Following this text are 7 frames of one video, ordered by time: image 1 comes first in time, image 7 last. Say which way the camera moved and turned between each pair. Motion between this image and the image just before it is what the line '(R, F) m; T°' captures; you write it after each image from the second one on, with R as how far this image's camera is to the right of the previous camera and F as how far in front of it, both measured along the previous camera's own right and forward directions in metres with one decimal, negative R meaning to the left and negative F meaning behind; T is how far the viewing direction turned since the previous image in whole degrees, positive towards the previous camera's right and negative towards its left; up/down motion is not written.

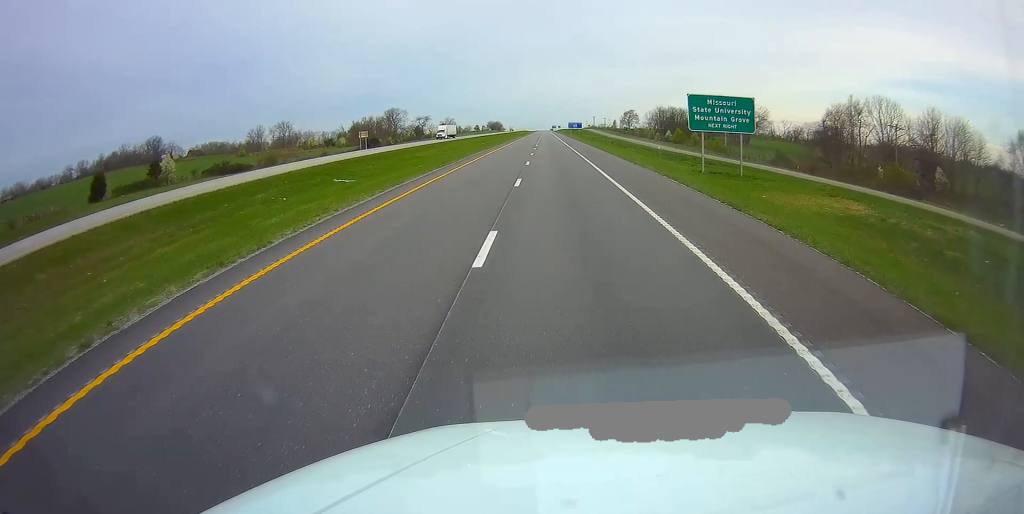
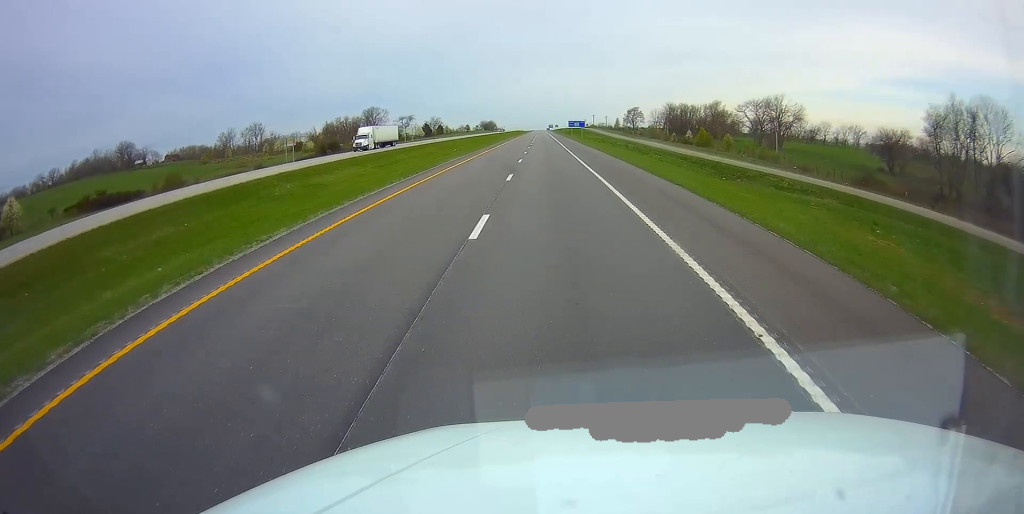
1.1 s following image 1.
(+0.3, +34.1) m; 0°
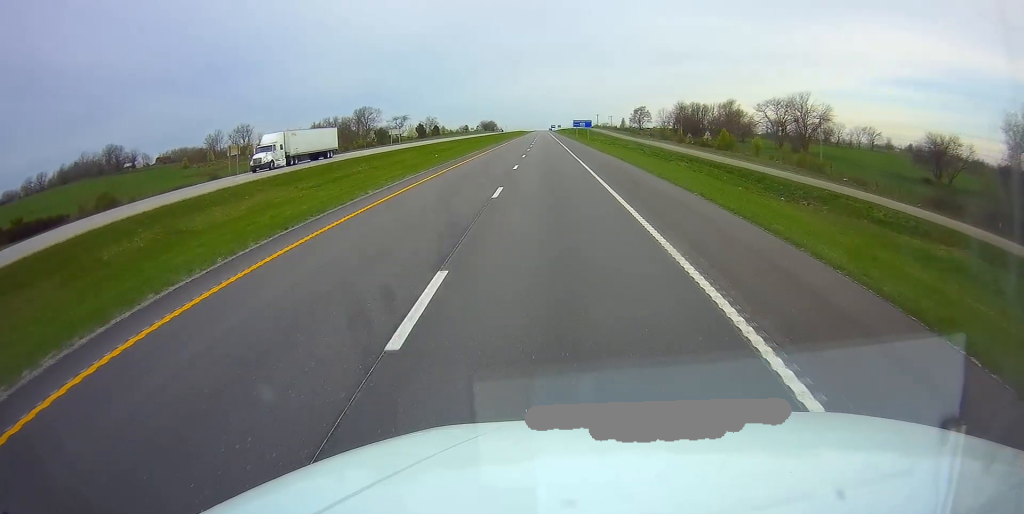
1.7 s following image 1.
(0.0, +17.5) m; 0°
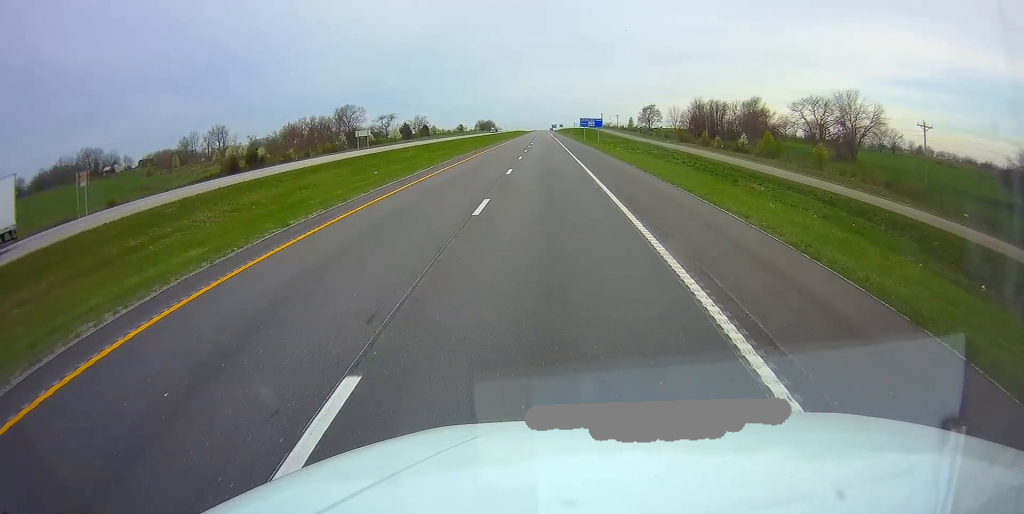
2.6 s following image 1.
(-0.1, +27.7) m; 0°
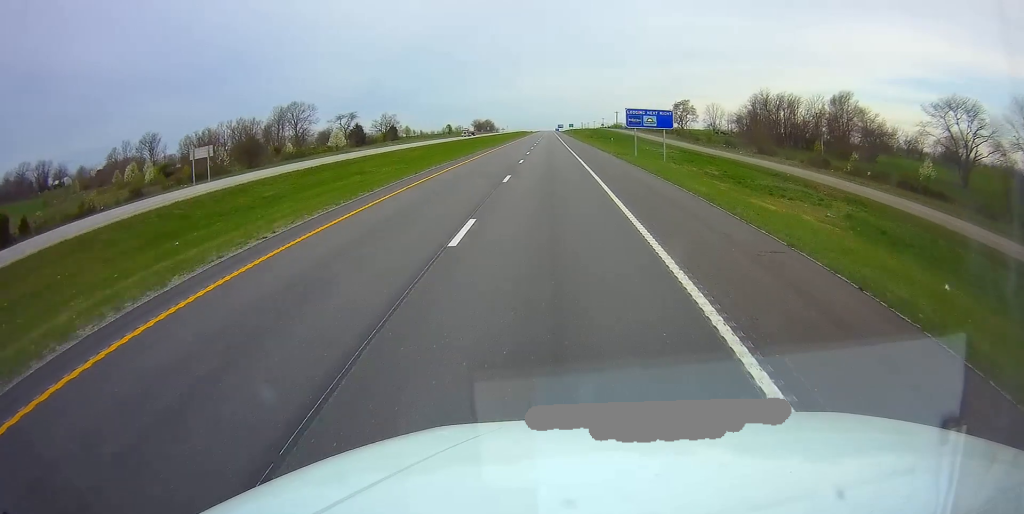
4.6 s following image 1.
(-0.3, +63.8) m; 0°
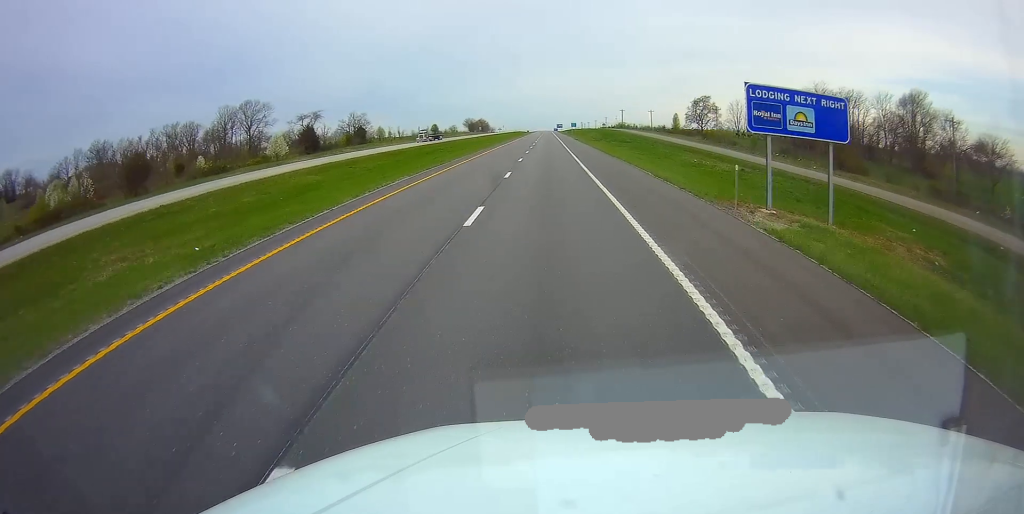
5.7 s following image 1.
(+0.1, +33.9) m; 0°
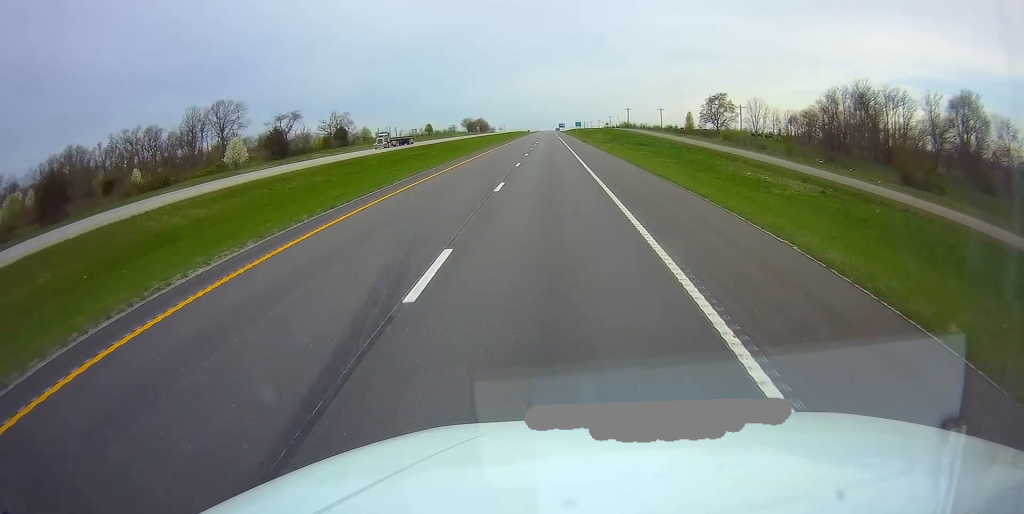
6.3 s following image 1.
(0.0, +17.5) m; 0°
